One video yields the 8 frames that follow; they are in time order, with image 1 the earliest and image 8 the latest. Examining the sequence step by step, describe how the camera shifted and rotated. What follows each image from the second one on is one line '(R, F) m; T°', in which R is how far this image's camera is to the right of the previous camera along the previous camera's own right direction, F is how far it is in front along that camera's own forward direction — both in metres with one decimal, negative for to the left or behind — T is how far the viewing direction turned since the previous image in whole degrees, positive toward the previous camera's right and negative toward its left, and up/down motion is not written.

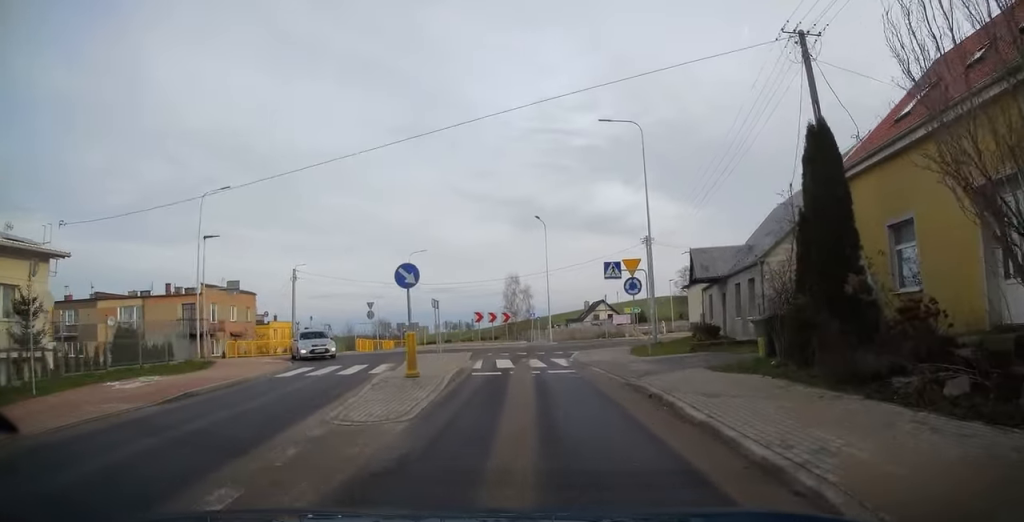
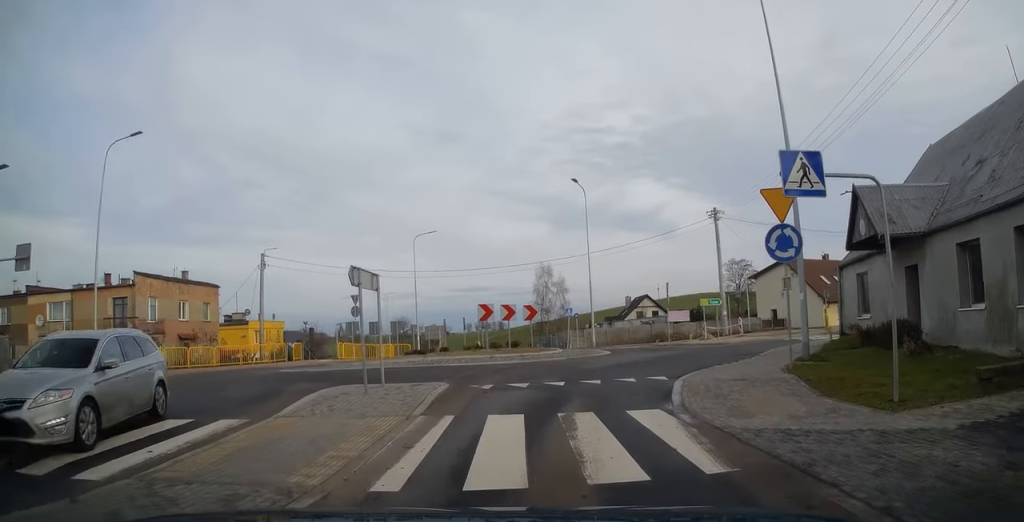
(-0.1, +16.7) m; -1°
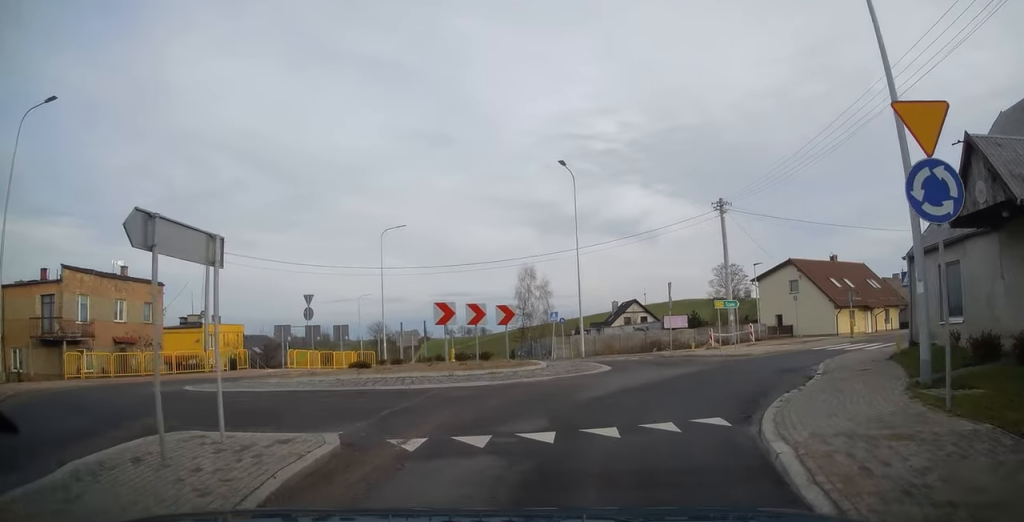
(-0.2, +6.7) m; -1°
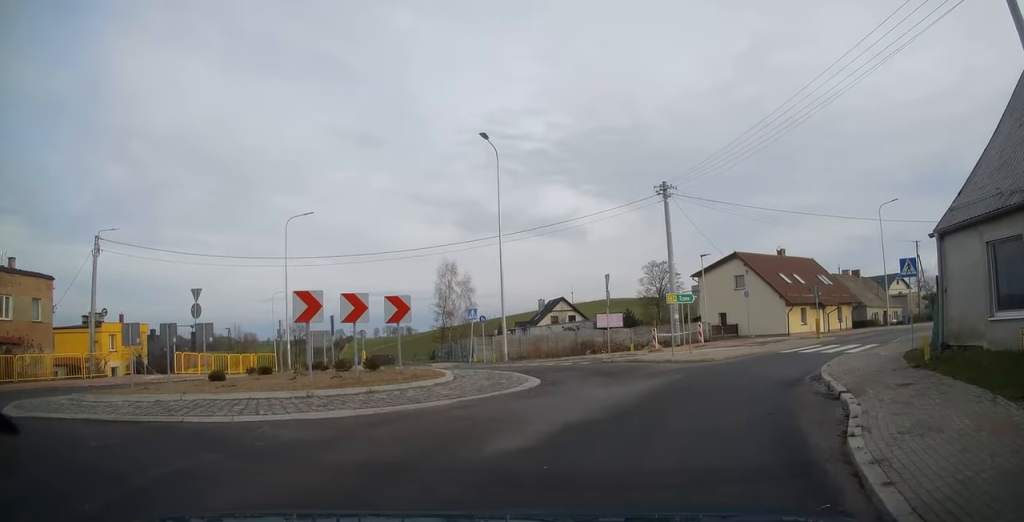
(0.0, +5.4) m; +2°
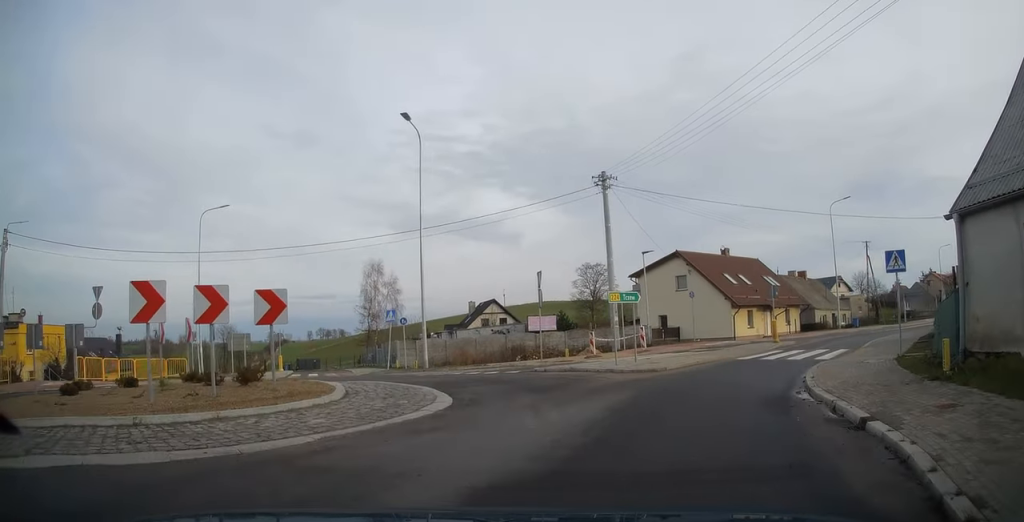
(-0.1, +3.4) m; +3°
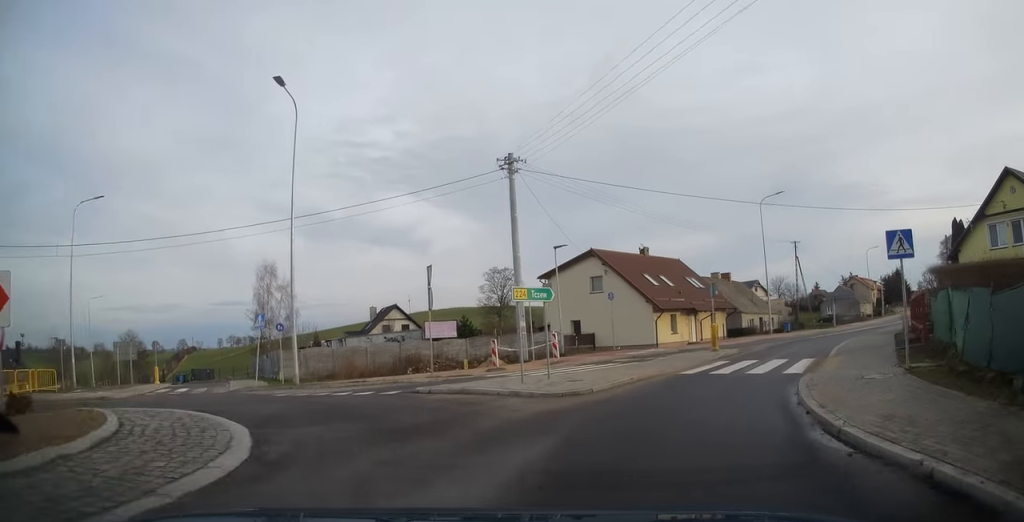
(+0.3, +4.6) m; +7°
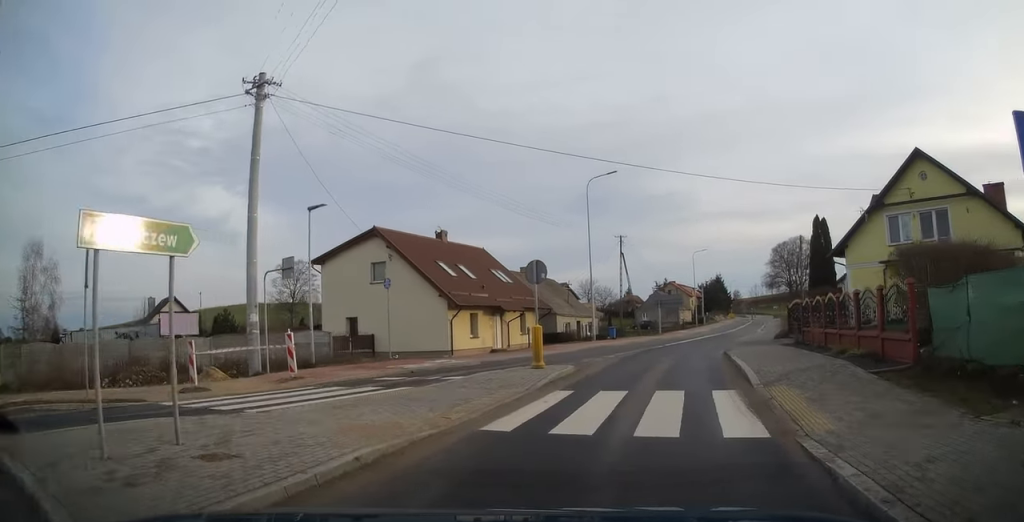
(+1.0, +8.0) m; +15°
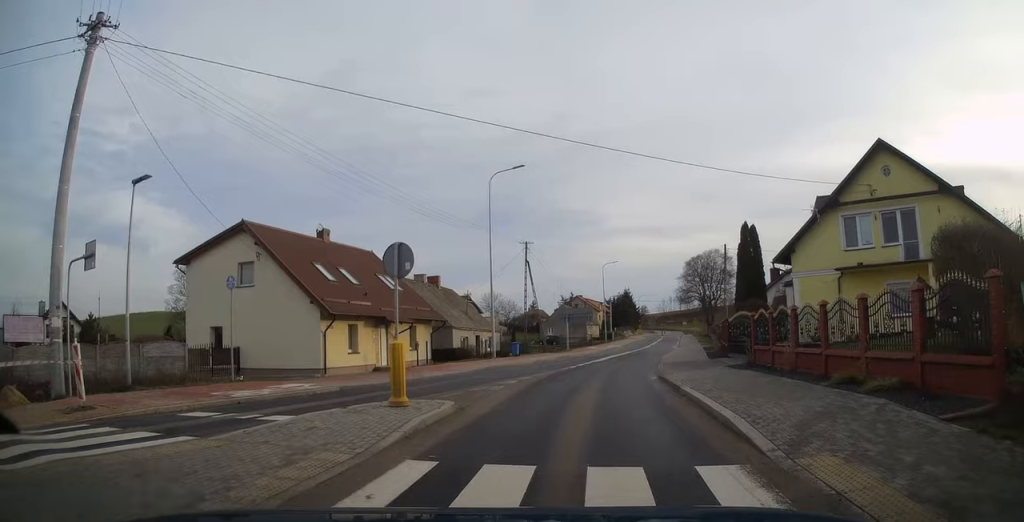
(+0.1, +4.4) m; +8°
